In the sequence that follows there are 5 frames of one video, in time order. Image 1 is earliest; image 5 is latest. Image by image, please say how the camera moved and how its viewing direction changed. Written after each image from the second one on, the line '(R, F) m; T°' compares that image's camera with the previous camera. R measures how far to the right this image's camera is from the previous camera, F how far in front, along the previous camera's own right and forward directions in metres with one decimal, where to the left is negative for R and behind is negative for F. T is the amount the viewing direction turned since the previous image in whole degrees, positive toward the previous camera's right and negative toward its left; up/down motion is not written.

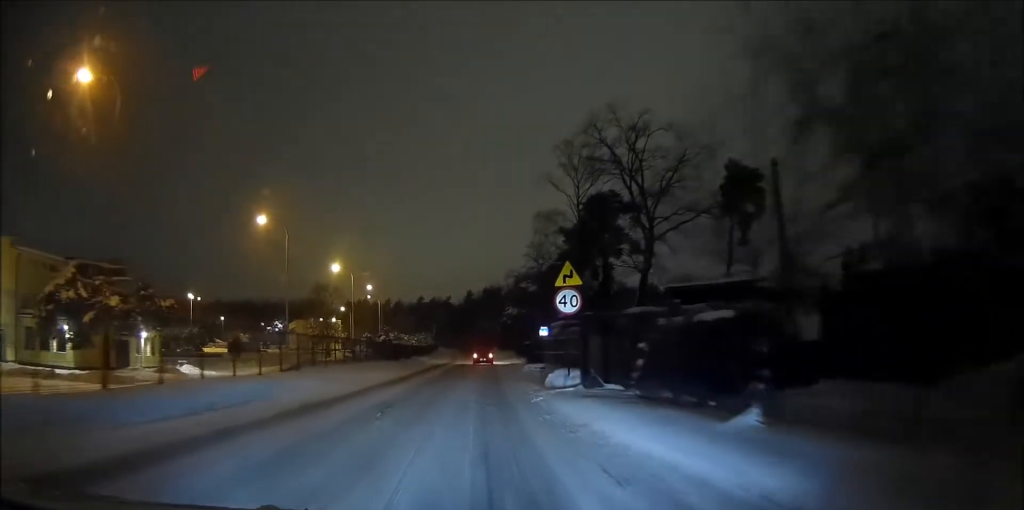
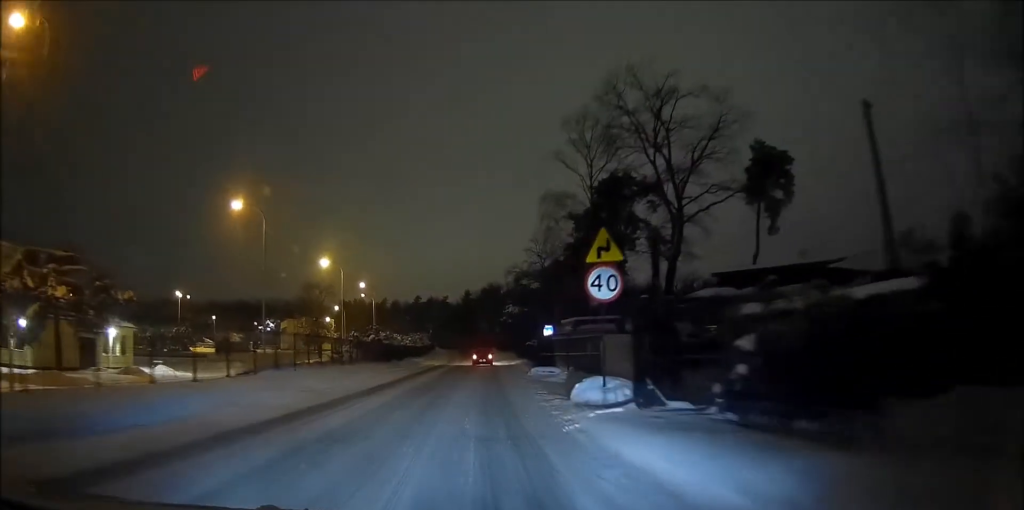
(0.0, +5.9) m; 0°
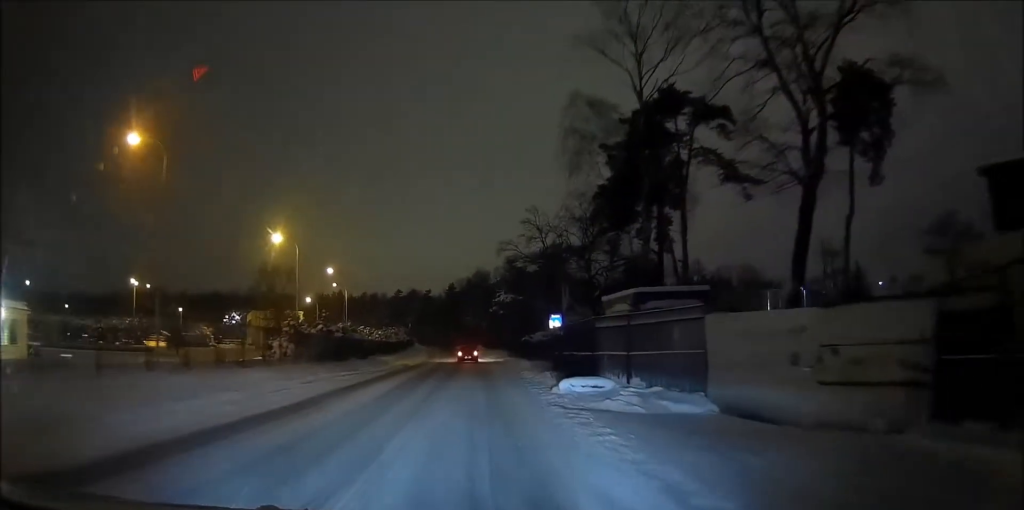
(0.0, +15.3) m; +2°
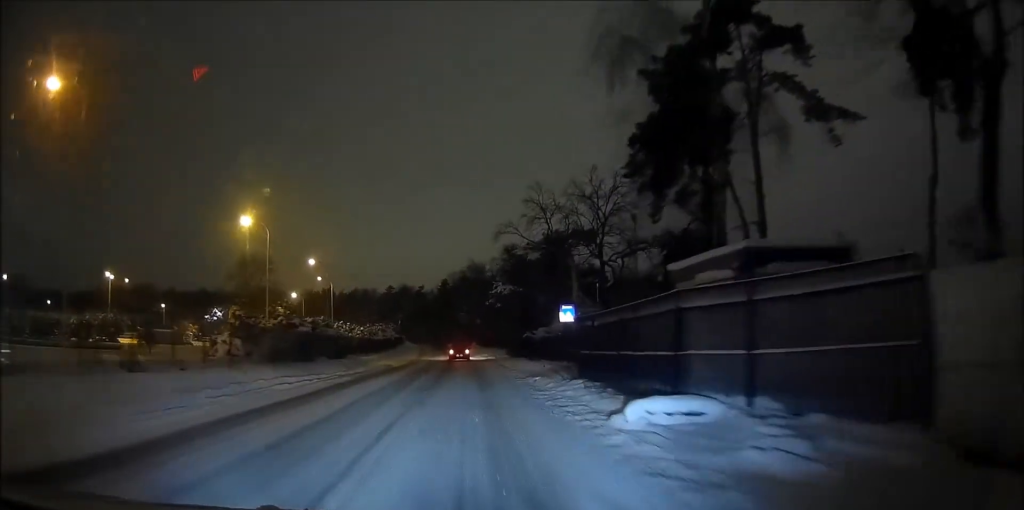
(+0.2, +8.2) m; +2°
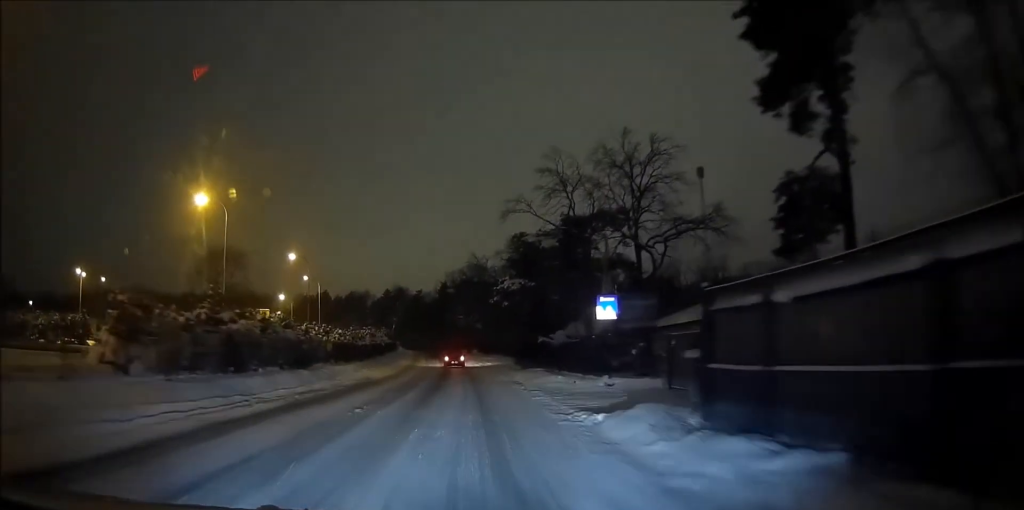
(+0.1, +10.9) m; +2°
